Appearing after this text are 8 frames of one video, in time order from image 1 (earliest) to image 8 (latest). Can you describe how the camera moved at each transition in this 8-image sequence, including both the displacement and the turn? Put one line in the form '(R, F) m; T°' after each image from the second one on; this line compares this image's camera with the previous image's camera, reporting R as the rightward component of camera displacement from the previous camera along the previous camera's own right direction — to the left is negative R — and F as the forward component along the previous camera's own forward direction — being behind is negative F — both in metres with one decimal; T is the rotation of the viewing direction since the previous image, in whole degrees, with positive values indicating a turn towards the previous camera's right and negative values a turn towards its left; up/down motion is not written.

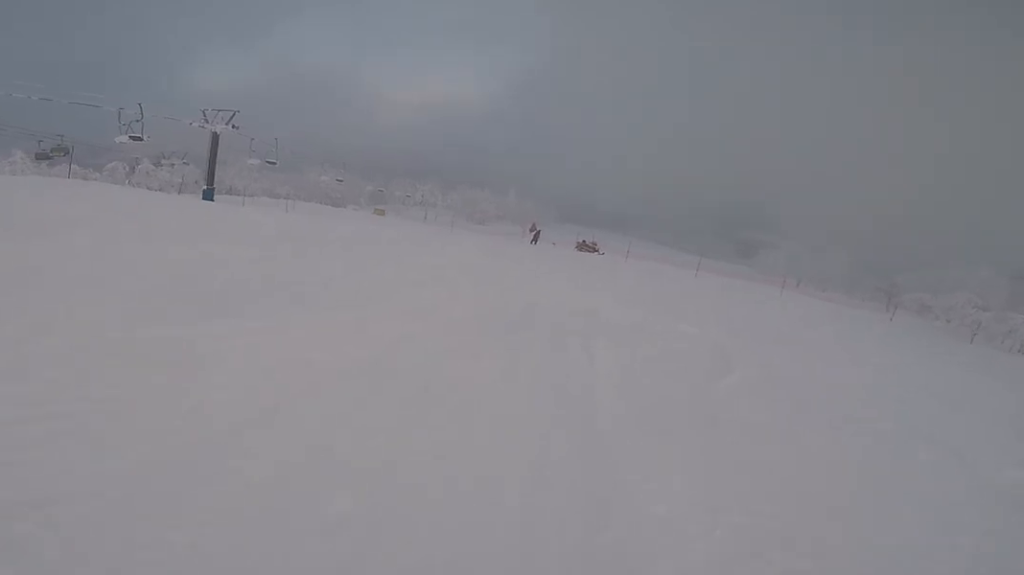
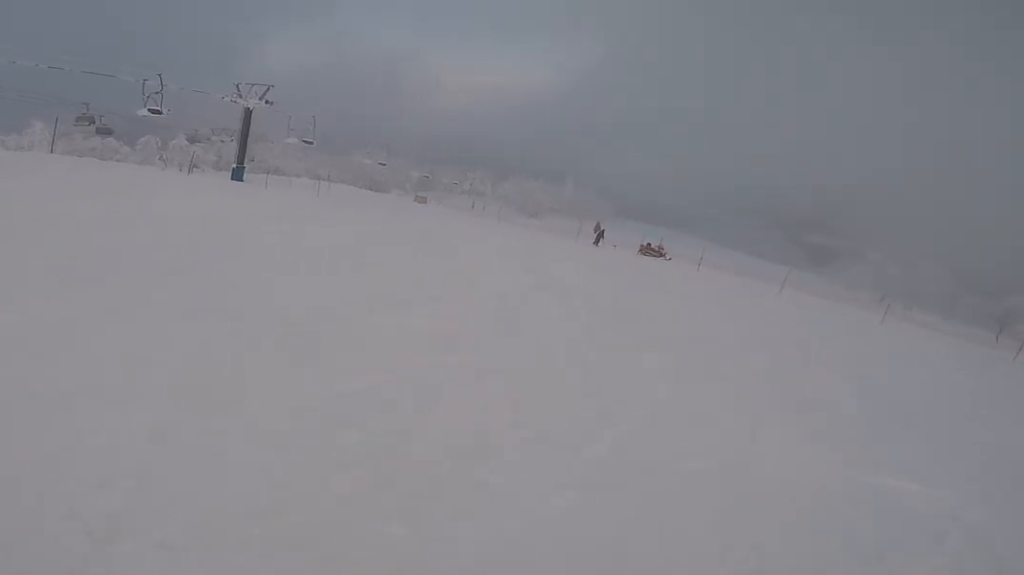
(-1.2, +4.5) m; -20°
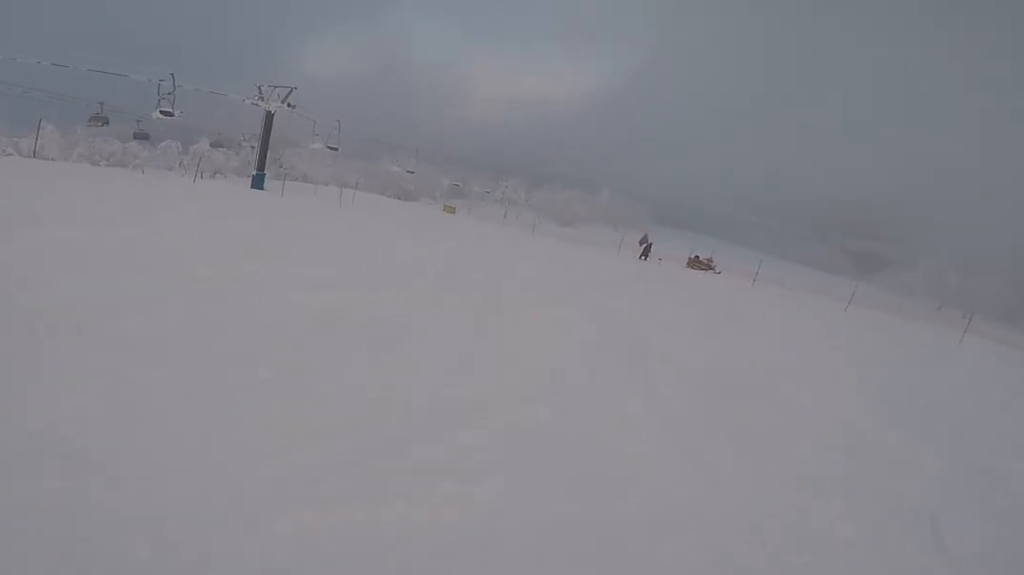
(-0.3, +3.0) m; -9°
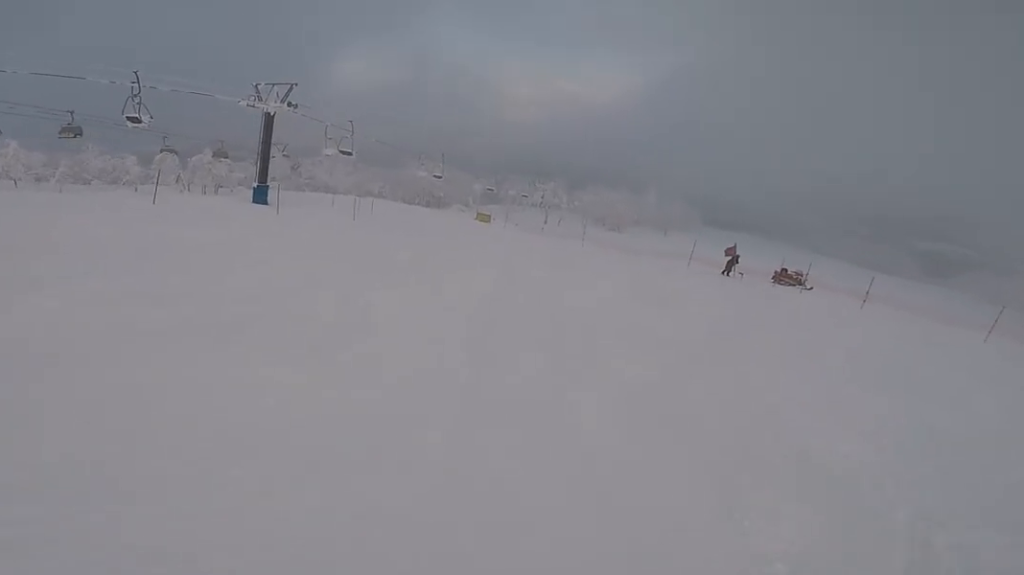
(-0.8, +5.9) m; -7°
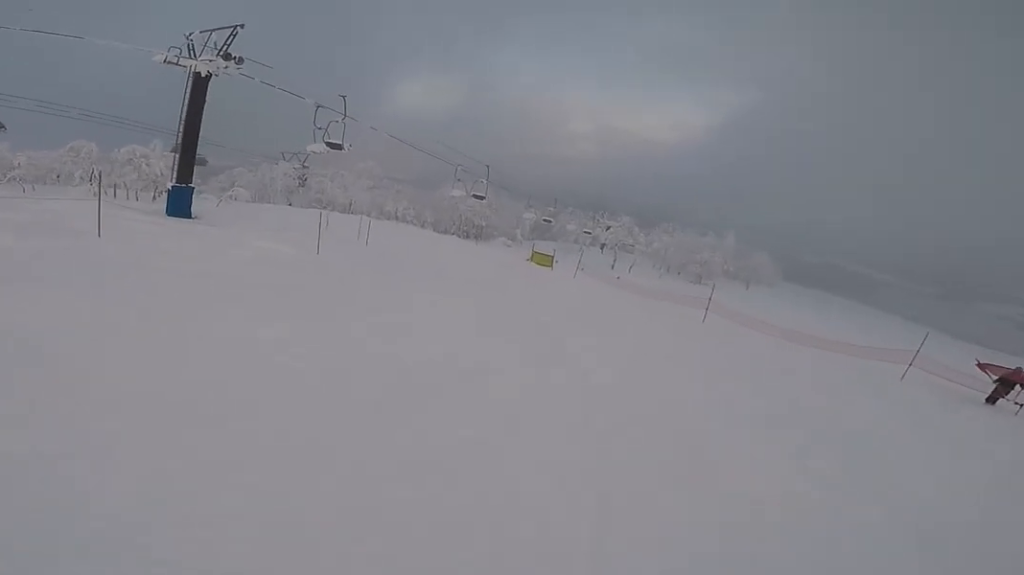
(+0.9, +14.3) m; +1°
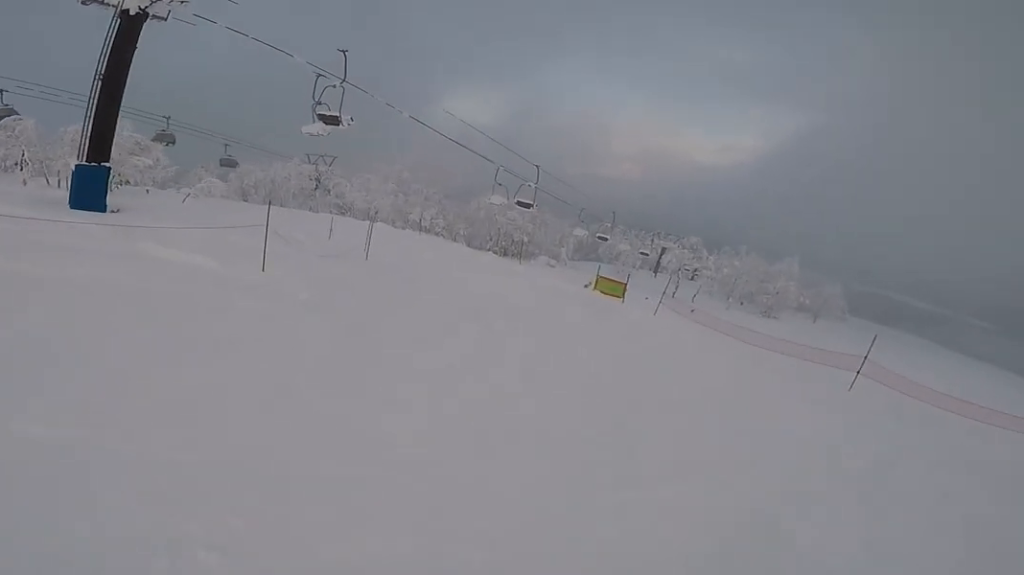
(-0.2, +6.6) m; -6°
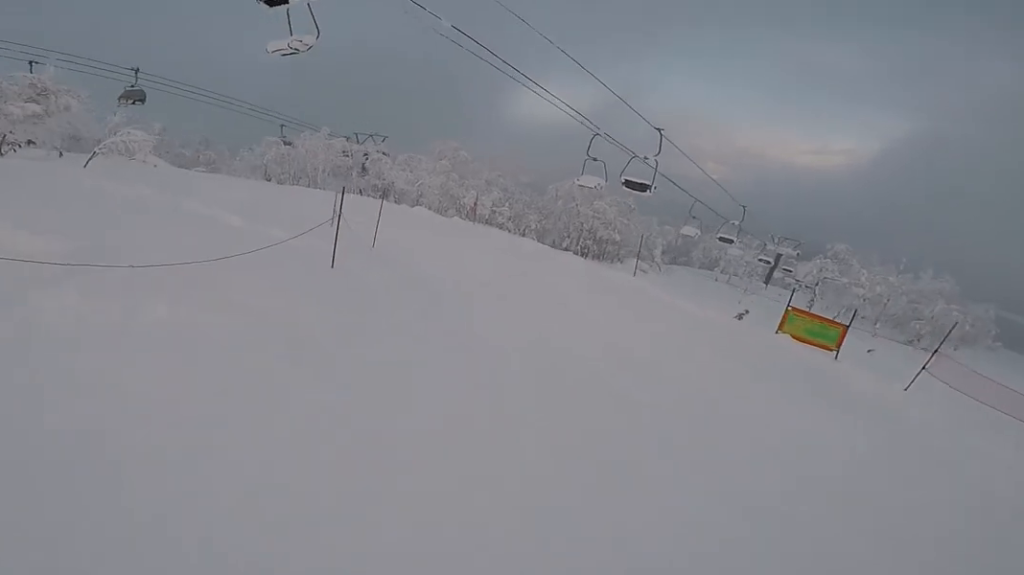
(-0.9, +8.3) m; -8°
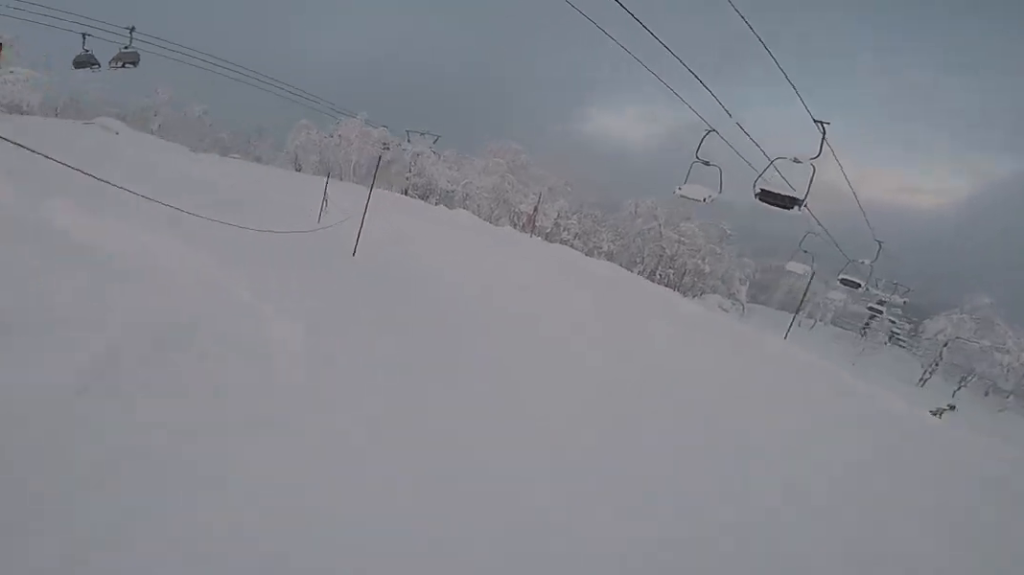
(+0.1, +5.0) m; -4°
